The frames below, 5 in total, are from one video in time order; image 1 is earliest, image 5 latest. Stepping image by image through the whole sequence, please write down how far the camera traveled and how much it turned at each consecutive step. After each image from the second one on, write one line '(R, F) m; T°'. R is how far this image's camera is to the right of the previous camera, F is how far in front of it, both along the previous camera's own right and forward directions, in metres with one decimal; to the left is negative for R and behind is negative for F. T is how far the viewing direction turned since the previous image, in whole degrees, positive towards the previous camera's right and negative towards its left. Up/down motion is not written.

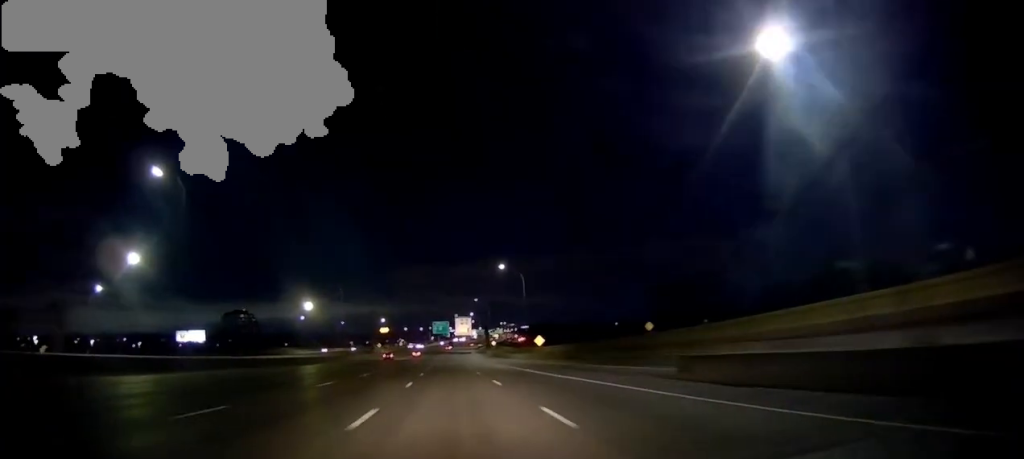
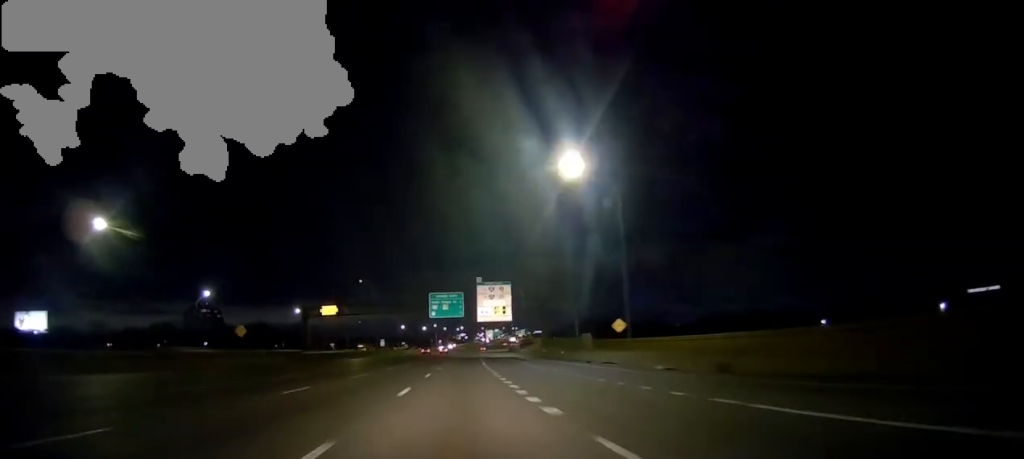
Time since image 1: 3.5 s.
(-1.5, +115.2) m; -1°
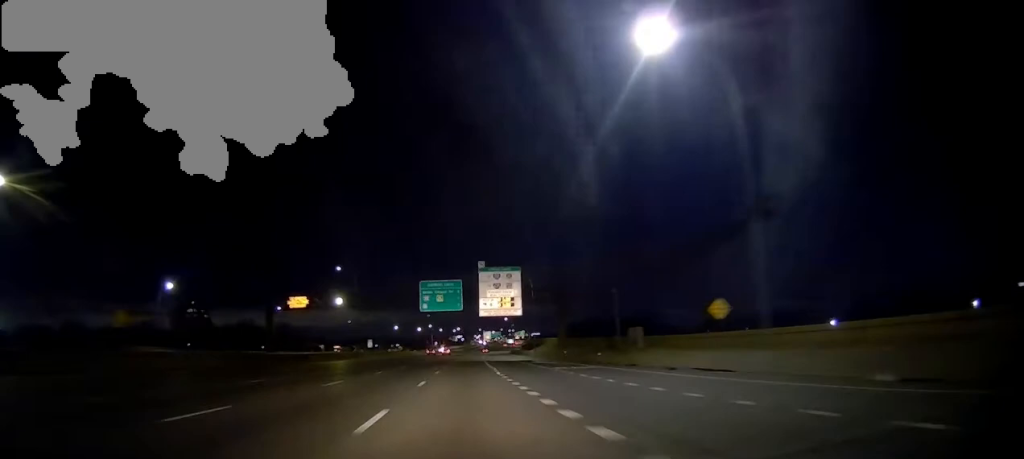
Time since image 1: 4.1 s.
(-0.2, +19.8) m; +1°
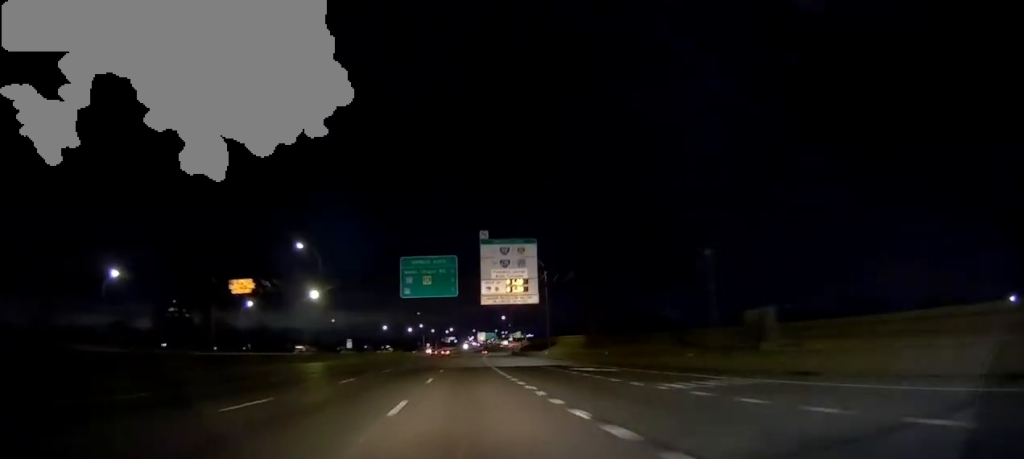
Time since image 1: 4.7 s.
(+0.5, +21.9) m; +1°
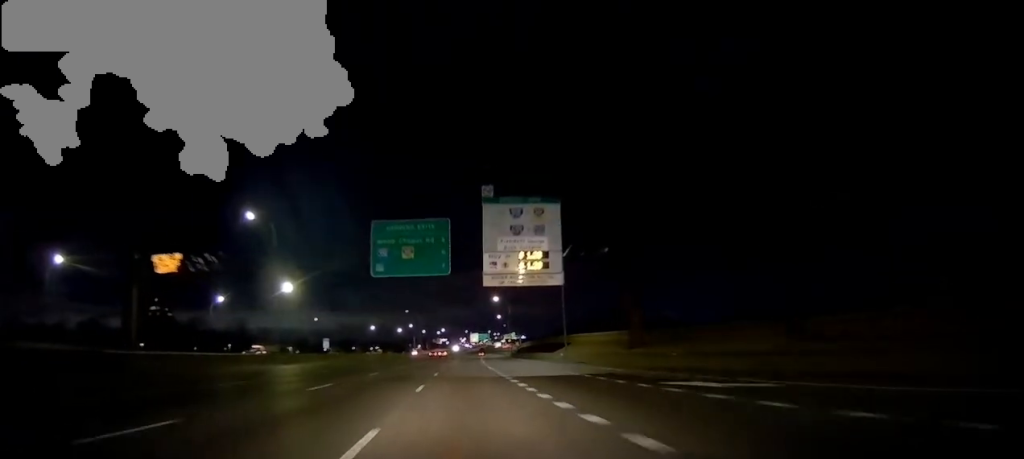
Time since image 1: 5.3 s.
(+0.2, +17.6) m; +1°
